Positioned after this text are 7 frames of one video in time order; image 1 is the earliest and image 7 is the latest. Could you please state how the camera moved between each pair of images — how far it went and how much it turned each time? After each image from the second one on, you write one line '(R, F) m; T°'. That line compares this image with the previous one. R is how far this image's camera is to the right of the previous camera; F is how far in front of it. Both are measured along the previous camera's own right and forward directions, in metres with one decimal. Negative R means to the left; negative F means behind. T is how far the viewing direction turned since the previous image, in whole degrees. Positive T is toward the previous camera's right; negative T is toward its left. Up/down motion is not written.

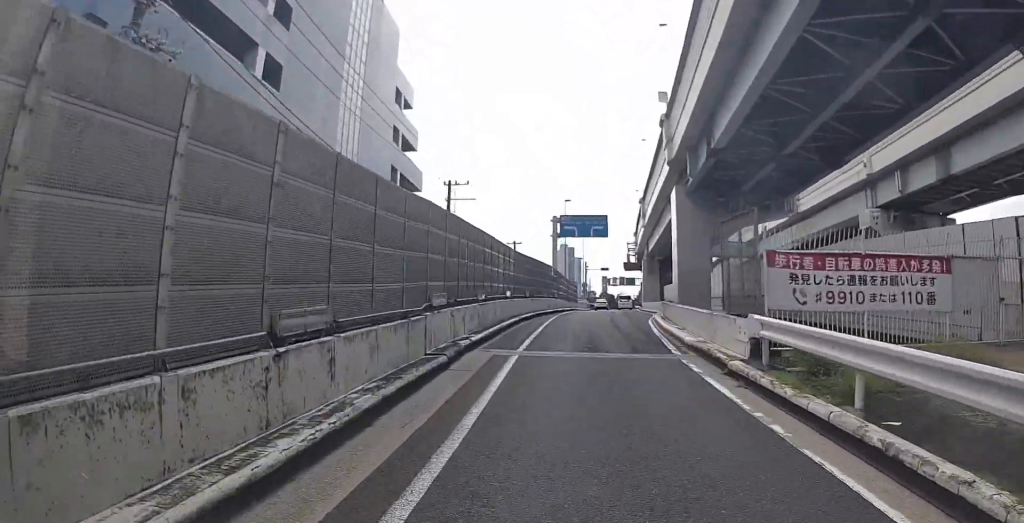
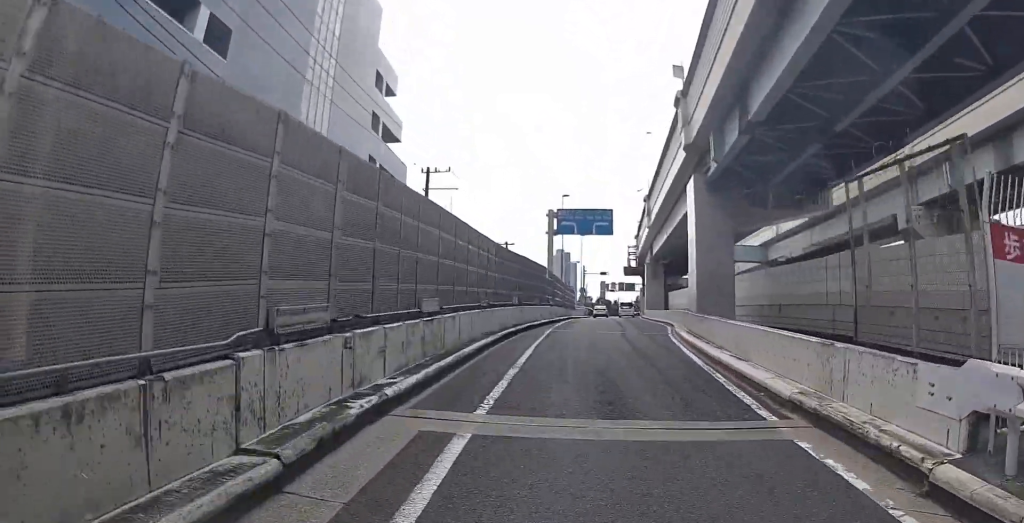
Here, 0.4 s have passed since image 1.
(0.0, +6.6) m; 0°
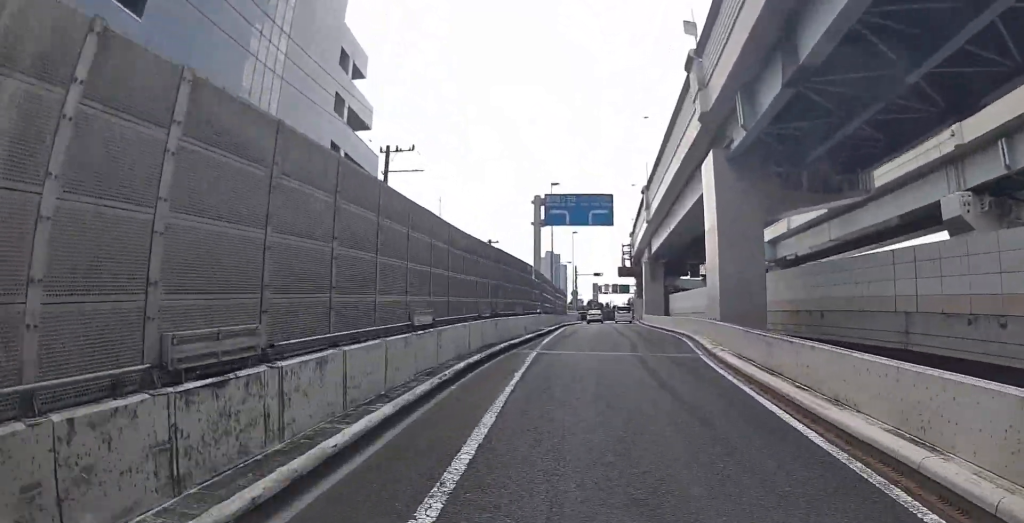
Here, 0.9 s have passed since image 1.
(0.0, +7.7) m; 0°
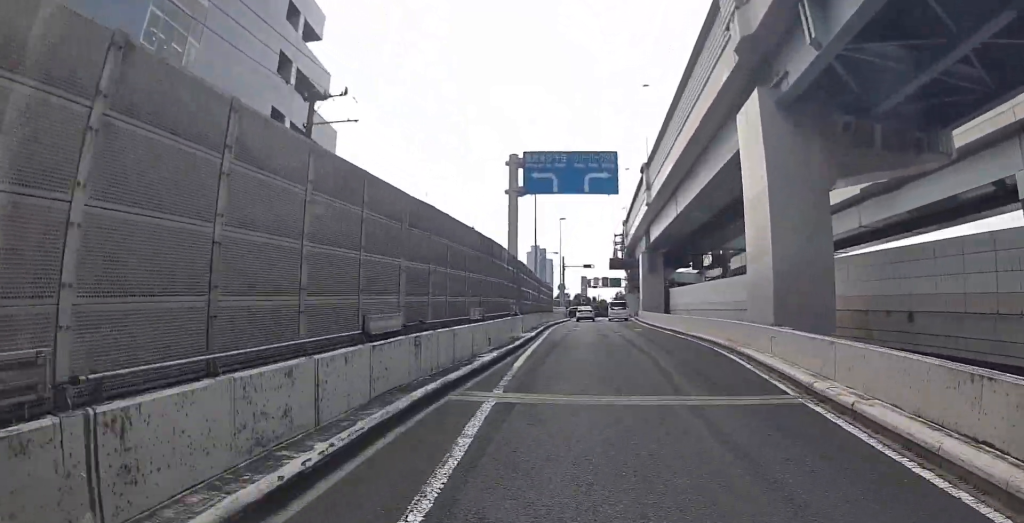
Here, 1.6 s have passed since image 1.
(0.0, +9.2) m; 0°
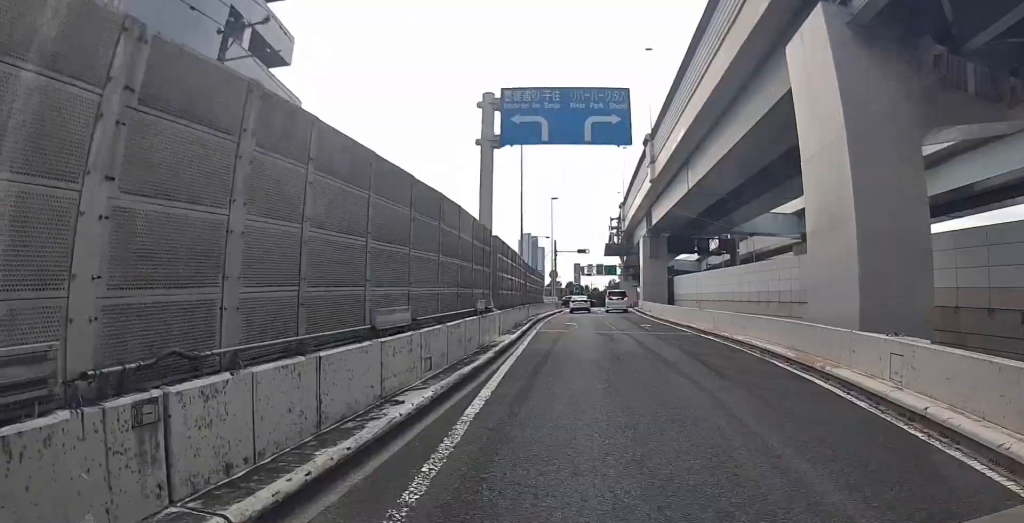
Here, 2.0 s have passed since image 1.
(0.0, +6.7) m; 0°
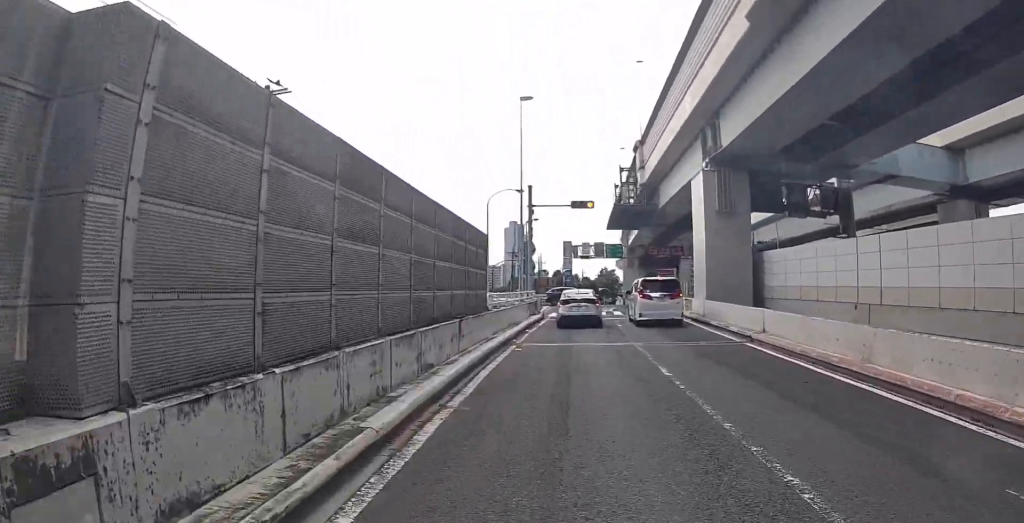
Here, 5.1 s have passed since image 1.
(+1.4, +35.1) m; +16°
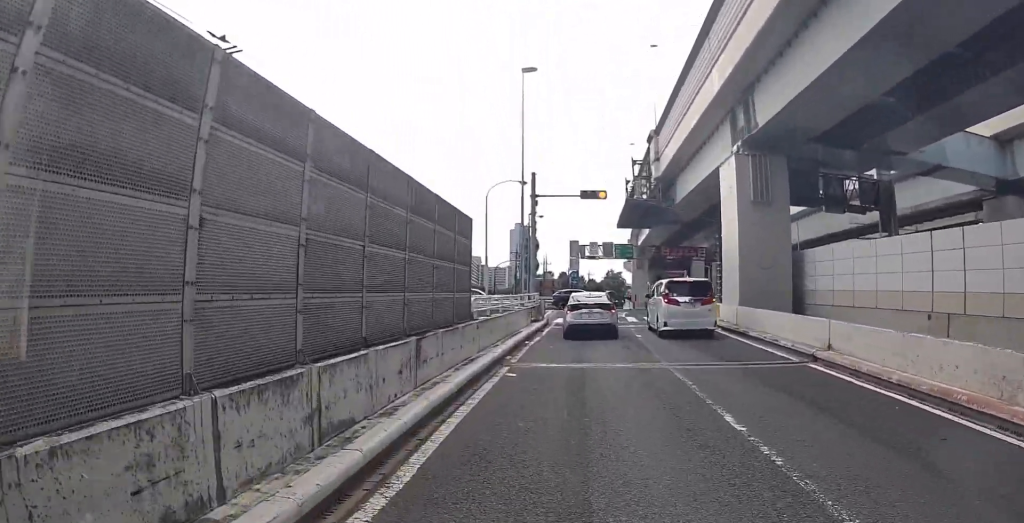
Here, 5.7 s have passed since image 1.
(+0.2, +5.0) m; -9°
